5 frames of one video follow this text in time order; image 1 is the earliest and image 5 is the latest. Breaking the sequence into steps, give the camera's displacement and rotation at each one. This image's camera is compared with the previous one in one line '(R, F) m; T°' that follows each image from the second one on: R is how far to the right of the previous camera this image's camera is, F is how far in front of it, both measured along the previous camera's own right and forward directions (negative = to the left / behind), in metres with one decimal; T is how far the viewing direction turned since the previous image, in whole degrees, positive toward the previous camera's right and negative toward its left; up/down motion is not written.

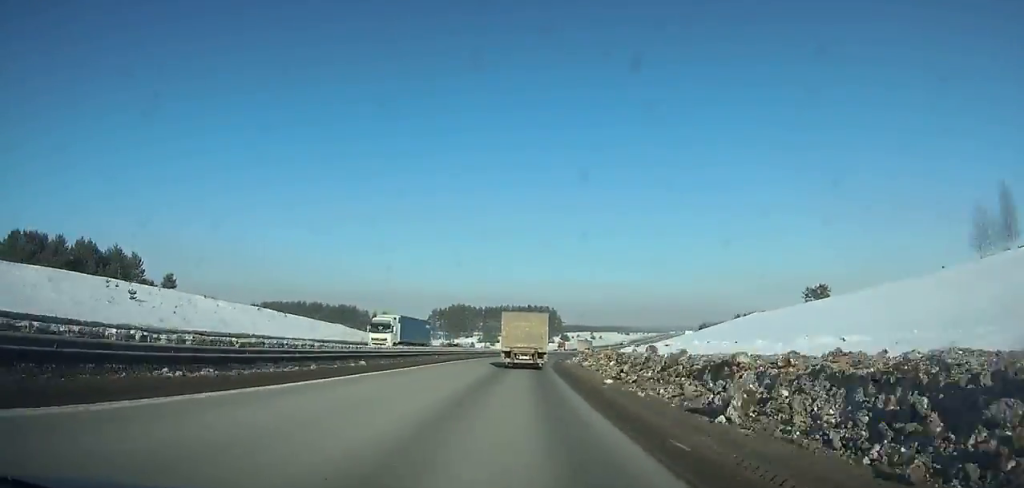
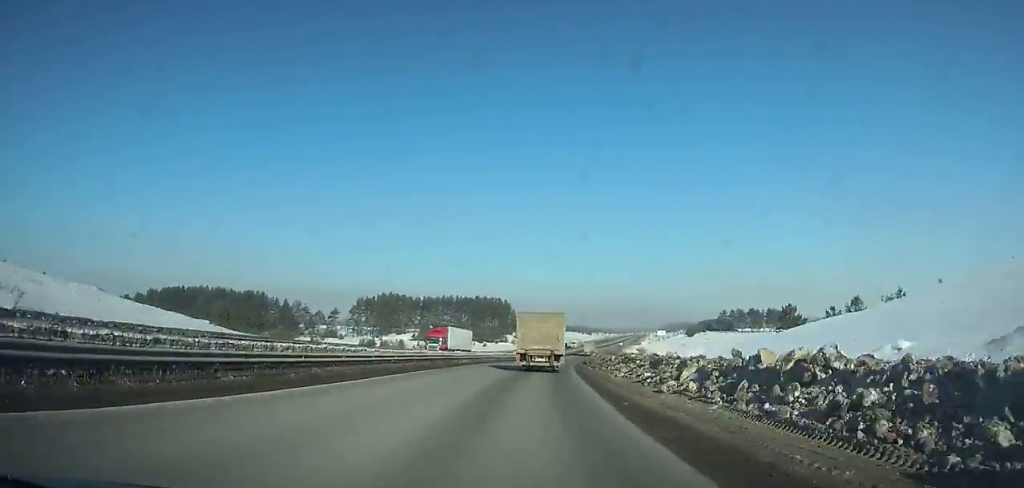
(+3.1, +67.8) m; +5°
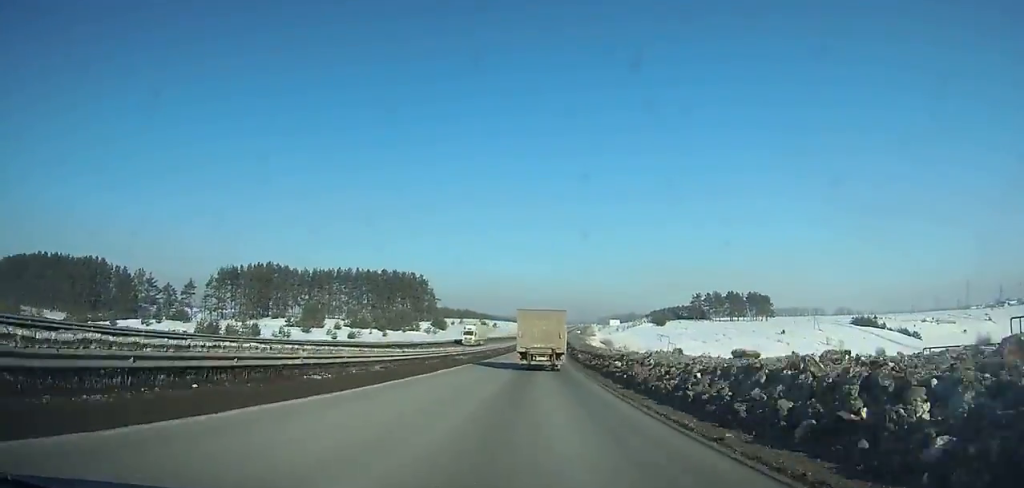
(+4.3, +76.5) m; +5°
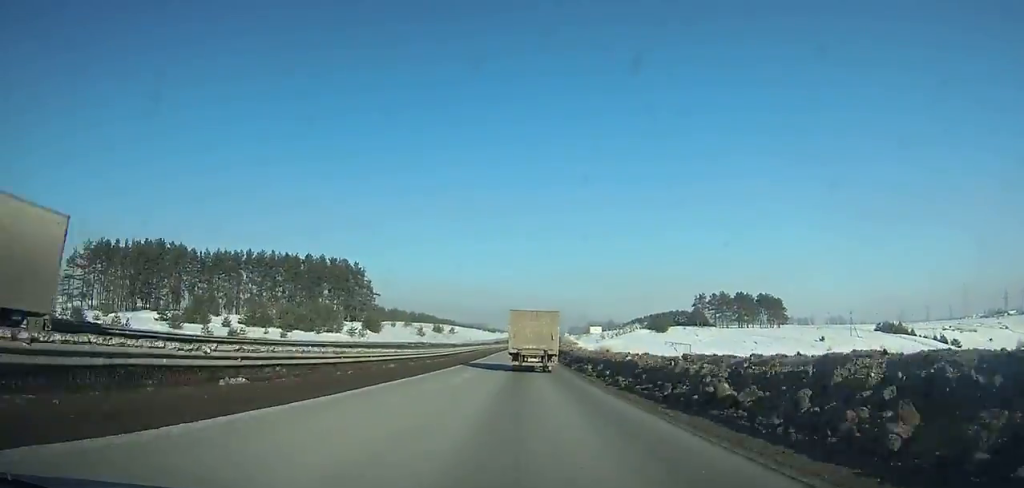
(+1.4, +55.3) m; +2°
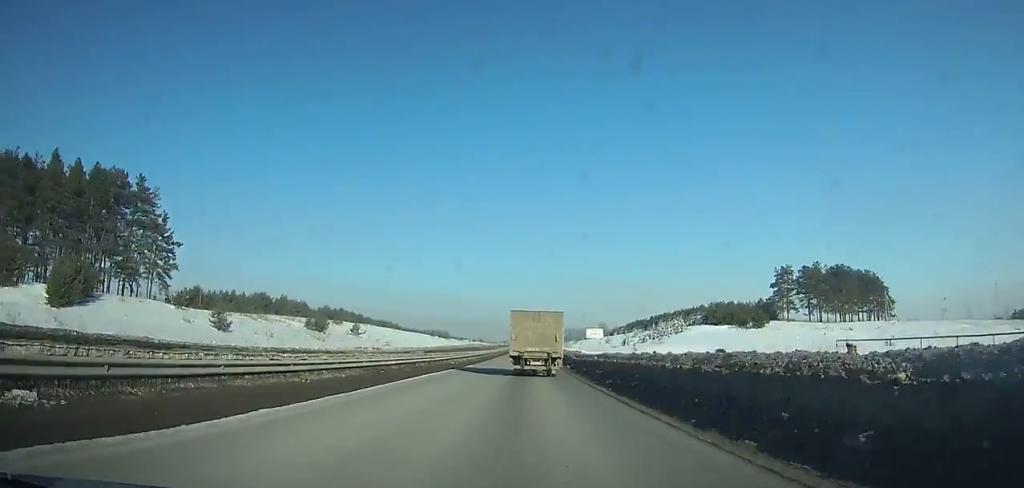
(+2.6, +102.1) m; +3°
